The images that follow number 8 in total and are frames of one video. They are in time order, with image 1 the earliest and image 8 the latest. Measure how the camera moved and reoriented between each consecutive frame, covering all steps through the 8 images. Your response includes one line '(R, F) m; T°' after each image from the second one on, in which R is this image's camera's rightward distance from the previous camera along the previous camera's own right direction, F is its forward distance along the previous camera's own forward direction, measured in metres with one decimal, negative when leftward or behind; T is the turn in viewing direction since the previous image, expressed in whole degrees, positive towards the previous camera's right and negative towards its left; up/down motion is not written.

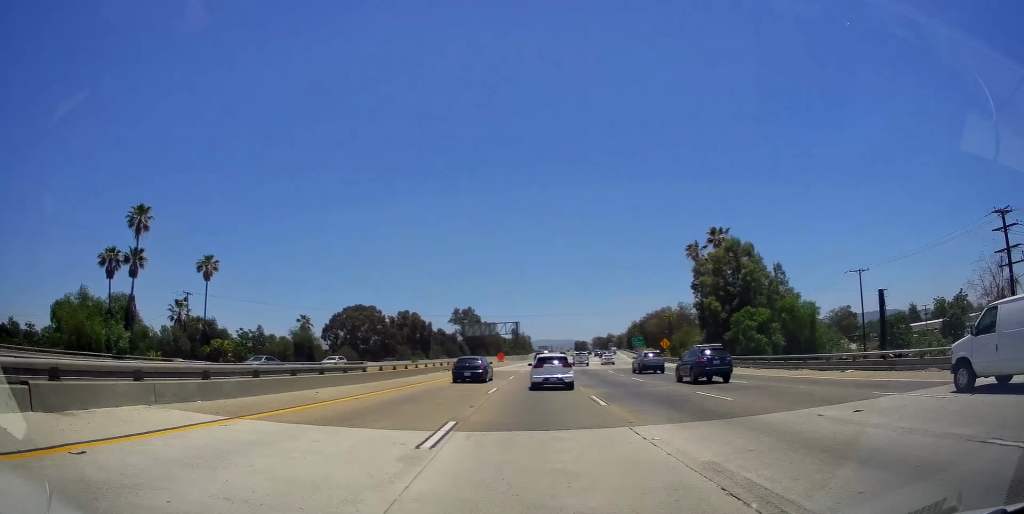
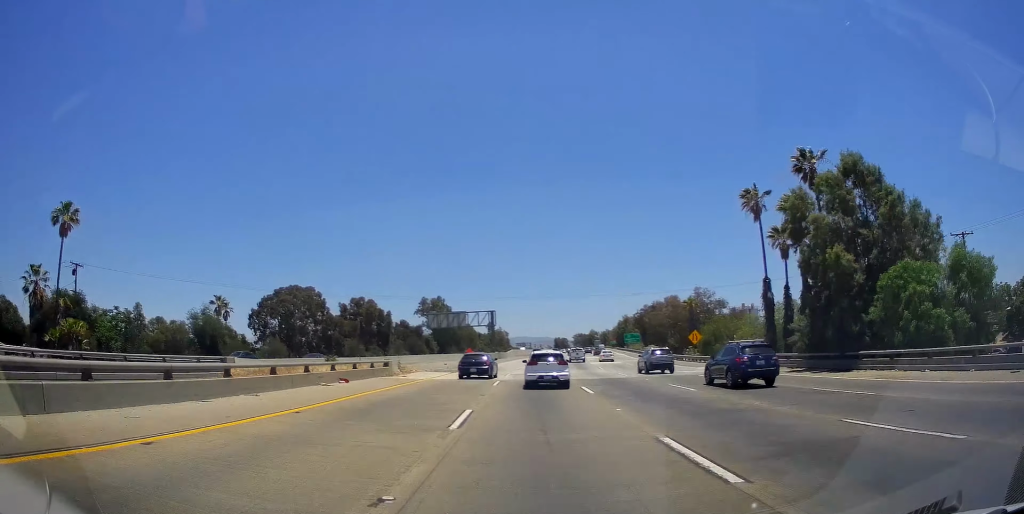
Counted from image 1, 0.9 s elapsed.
(+0.4, +27.1) m; +2°
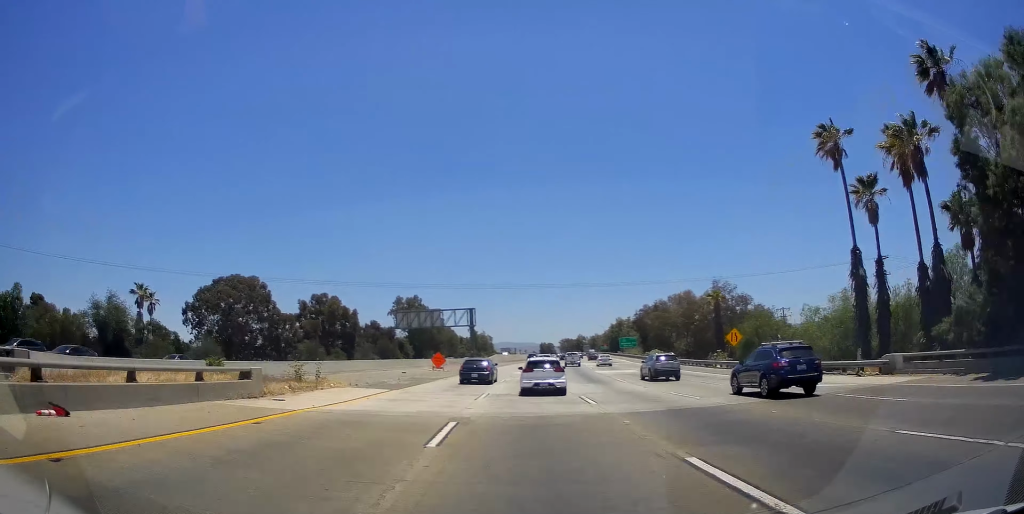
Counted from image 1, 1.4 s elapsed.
(0.0, +17.1) m; +2°
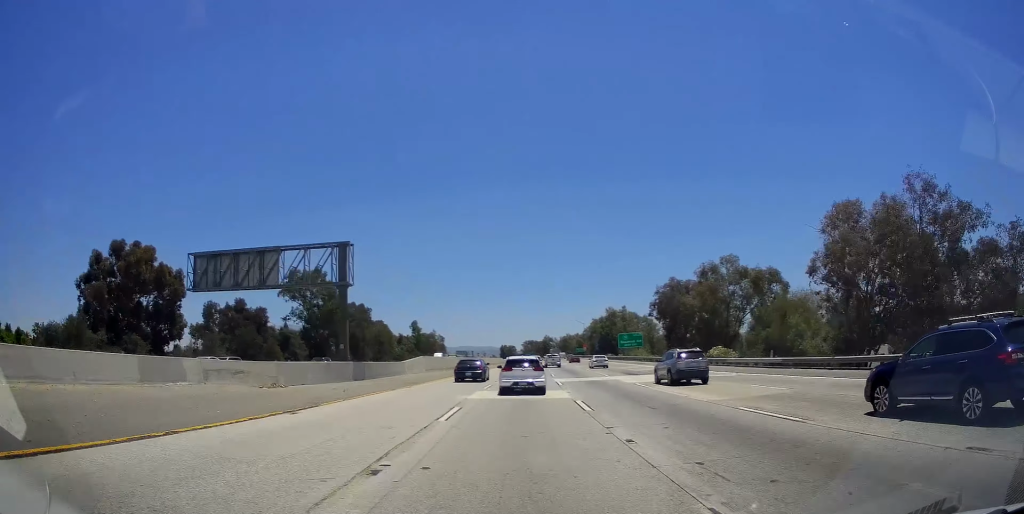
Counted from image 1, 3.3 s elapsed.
(+2.4, +53.0) m; +4°
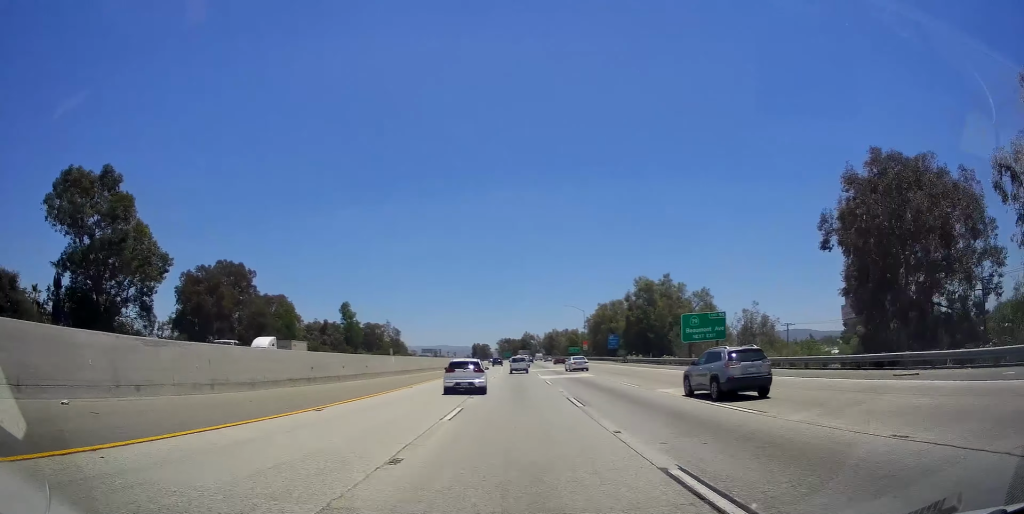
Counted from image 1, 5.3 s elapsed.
(+2.0, +56.1) m; +4°
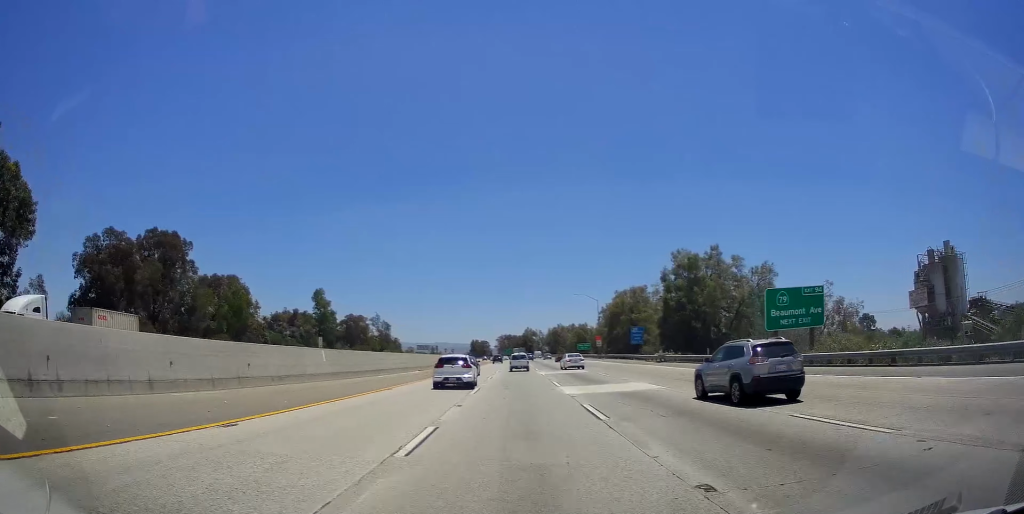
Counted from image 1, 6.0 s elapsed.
(+0.3, +21.1) m; 0°
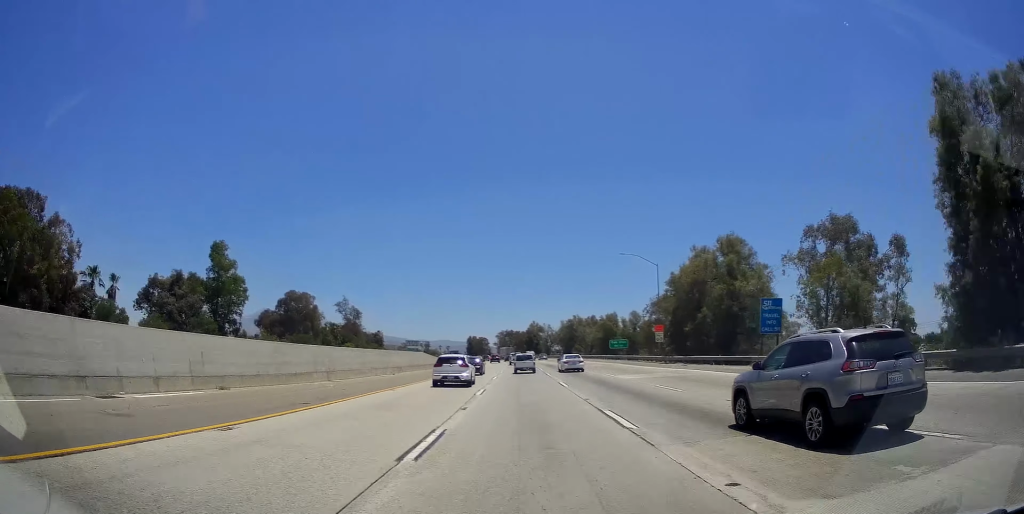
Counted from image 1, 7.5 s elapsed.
(0.0, +45.2) m; 0°
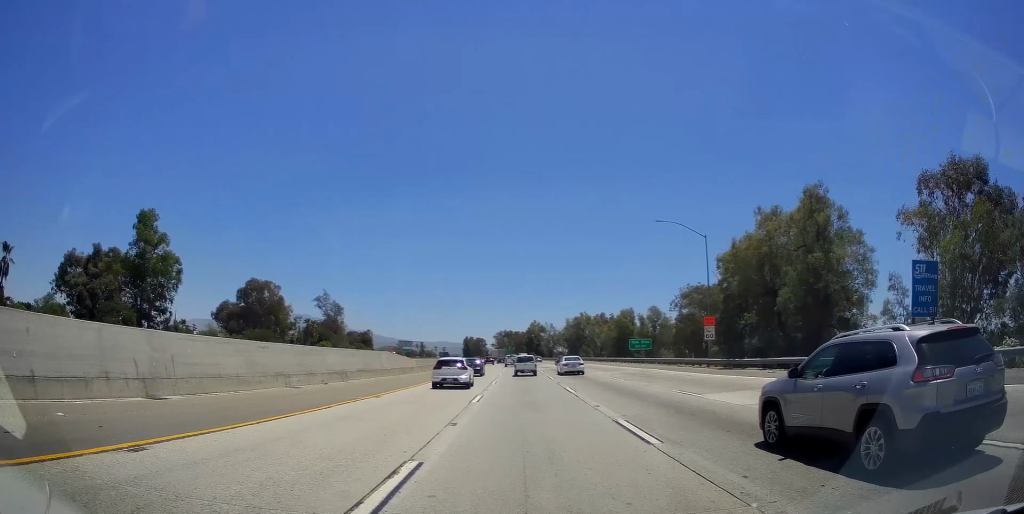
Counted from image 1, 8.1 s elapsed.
(-0.1, +16.6) m; 0°
